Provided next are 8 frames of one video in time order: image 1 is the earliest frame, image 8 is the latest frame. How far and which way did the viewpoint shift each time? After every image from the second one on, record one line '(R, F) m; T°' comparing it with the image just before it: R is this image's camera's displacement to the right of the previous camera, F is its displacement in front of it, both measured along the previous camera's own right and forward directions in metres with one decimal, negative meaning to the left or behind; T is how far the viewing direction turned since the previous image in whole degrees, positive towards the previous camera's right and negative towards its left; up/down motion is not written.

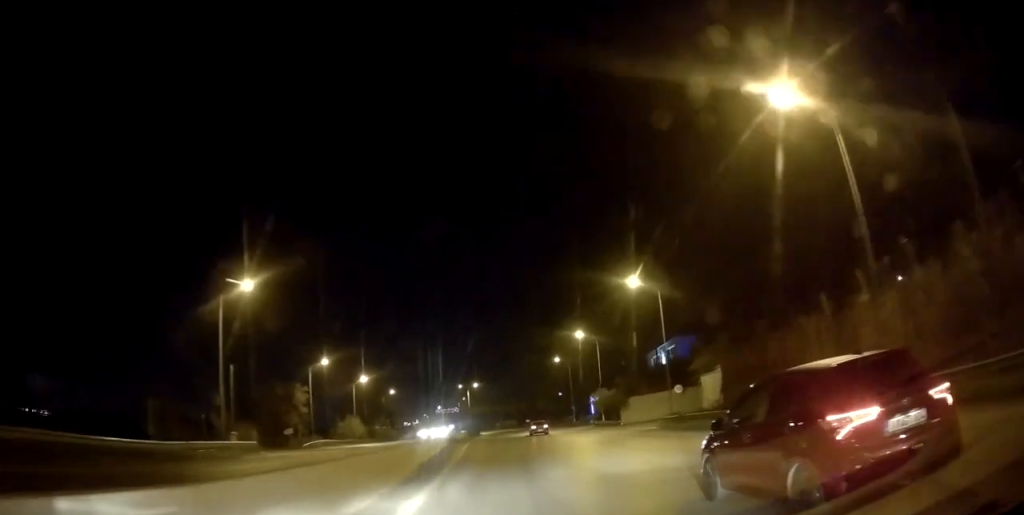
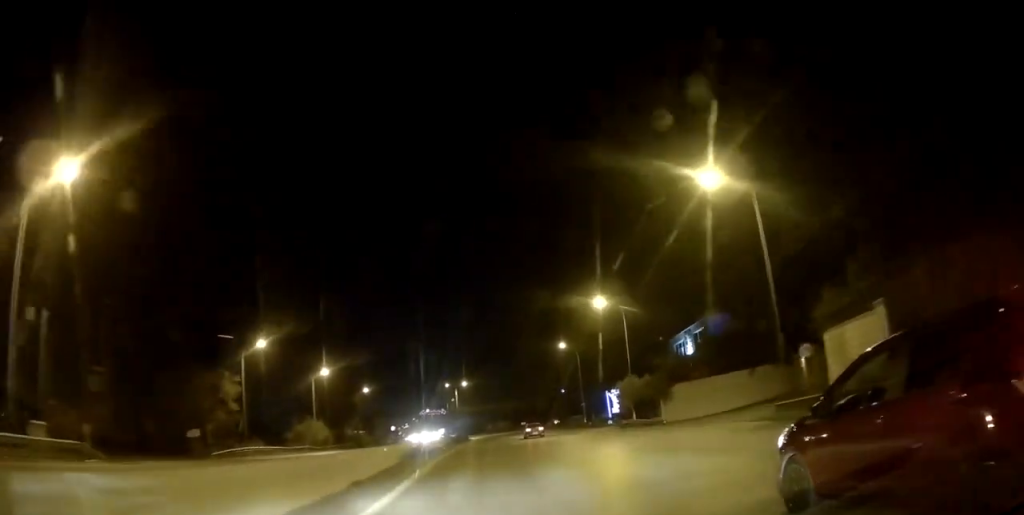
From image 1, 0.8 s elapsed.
(-0.3, +19.0) m; -1°
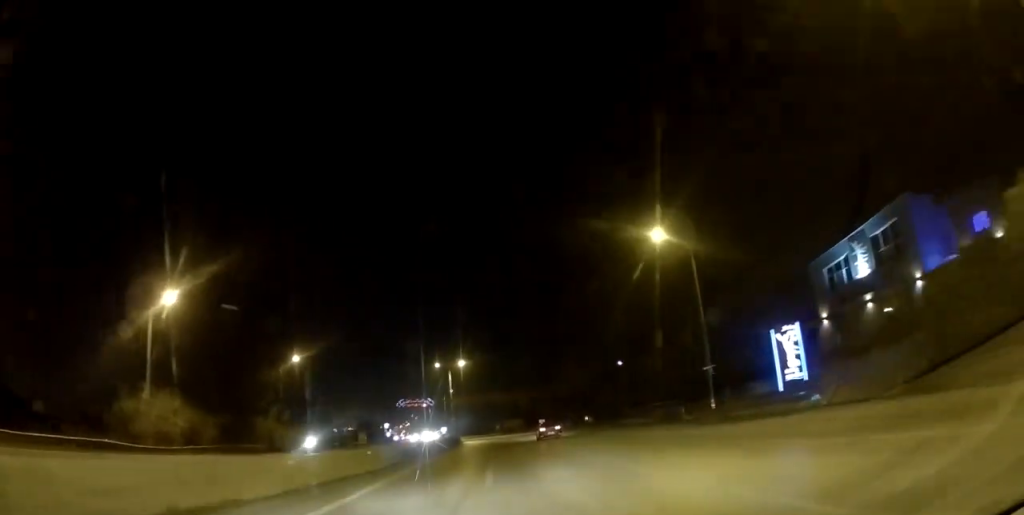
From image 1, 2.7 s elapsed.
(+0.3, +42.8) m; +1°
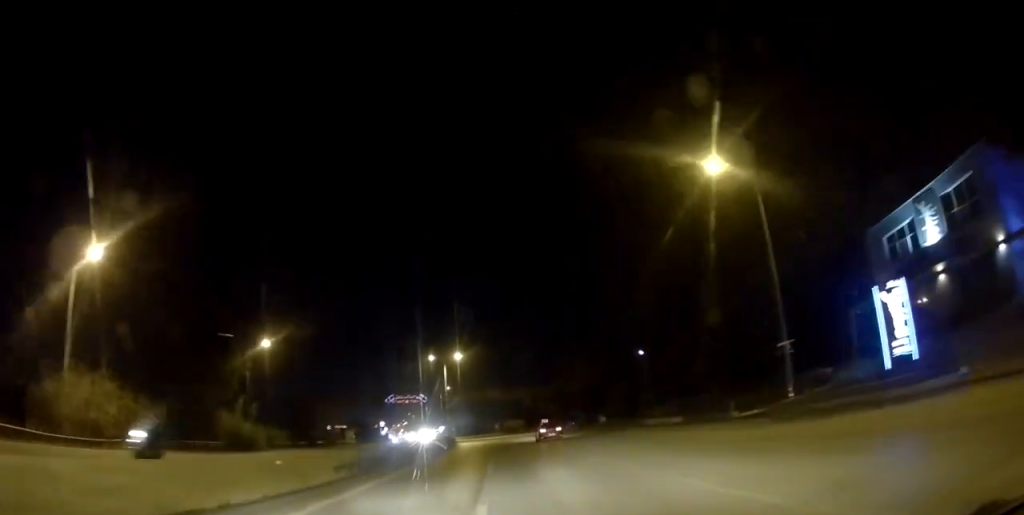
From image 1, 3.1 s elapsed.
(+0.2, +9.3) m; 0°
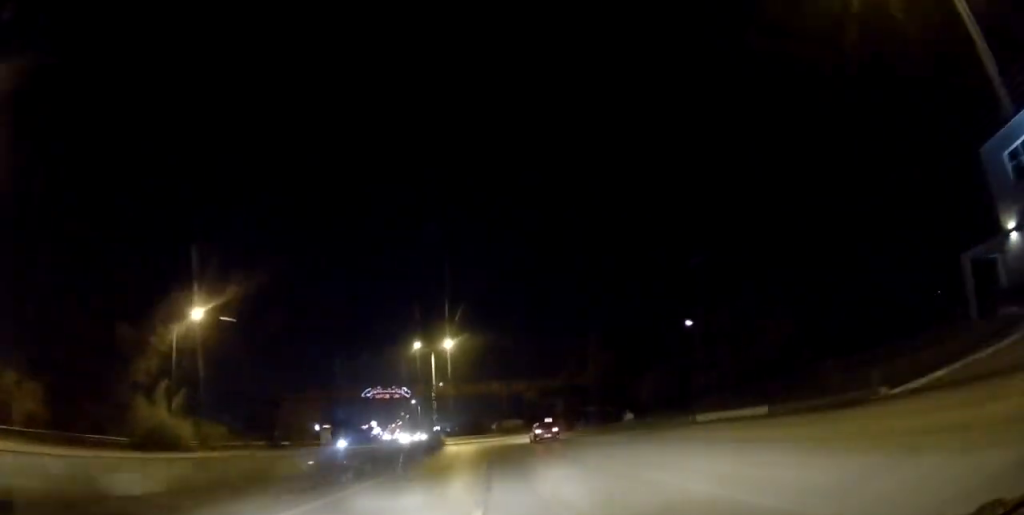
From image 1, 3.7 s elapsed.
(-0.1, +14.2) m; 0°
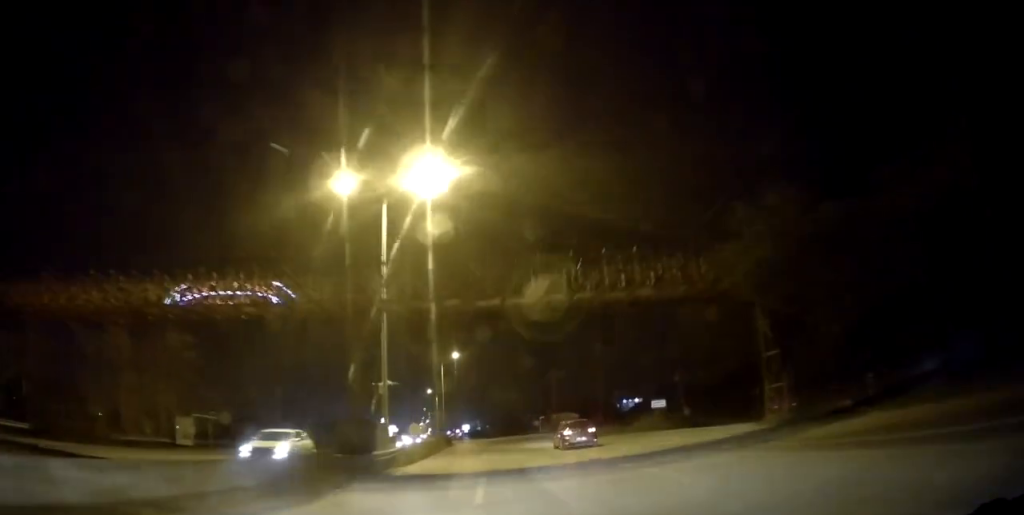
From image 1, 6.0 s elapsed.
(-1.1, +52.3) m; -4°
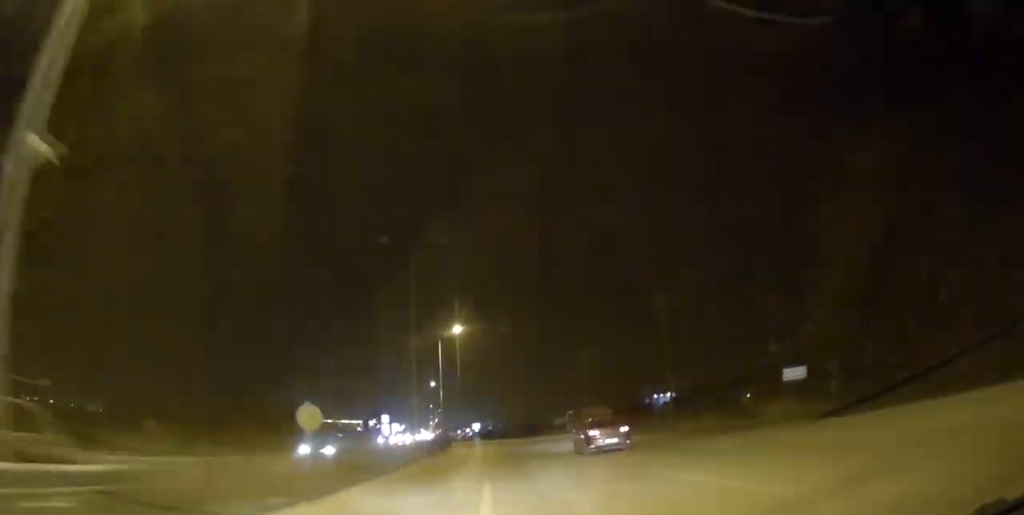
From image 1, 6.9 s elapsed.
(-0.4, +22.5) m; +2°
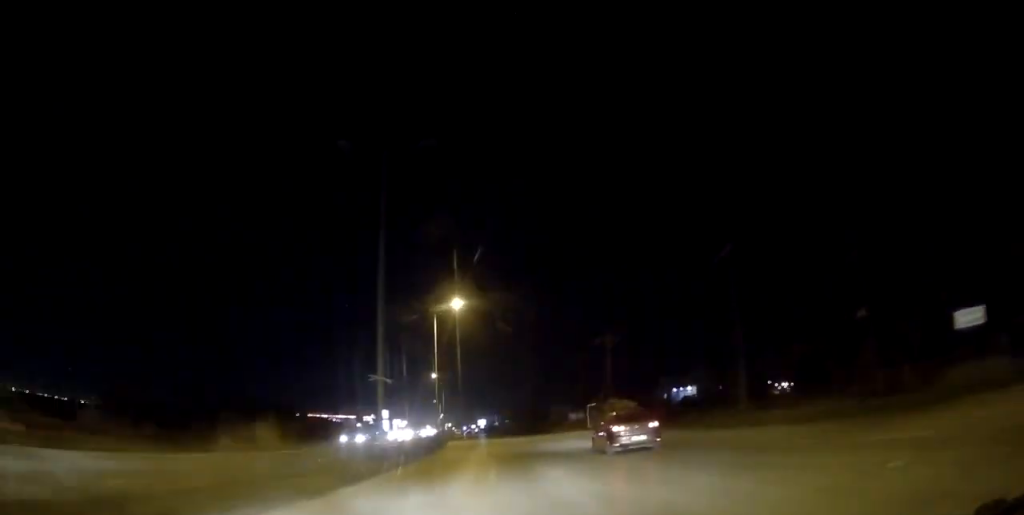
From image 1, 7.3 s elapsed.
(-0.3, +12.1) m; +2°
